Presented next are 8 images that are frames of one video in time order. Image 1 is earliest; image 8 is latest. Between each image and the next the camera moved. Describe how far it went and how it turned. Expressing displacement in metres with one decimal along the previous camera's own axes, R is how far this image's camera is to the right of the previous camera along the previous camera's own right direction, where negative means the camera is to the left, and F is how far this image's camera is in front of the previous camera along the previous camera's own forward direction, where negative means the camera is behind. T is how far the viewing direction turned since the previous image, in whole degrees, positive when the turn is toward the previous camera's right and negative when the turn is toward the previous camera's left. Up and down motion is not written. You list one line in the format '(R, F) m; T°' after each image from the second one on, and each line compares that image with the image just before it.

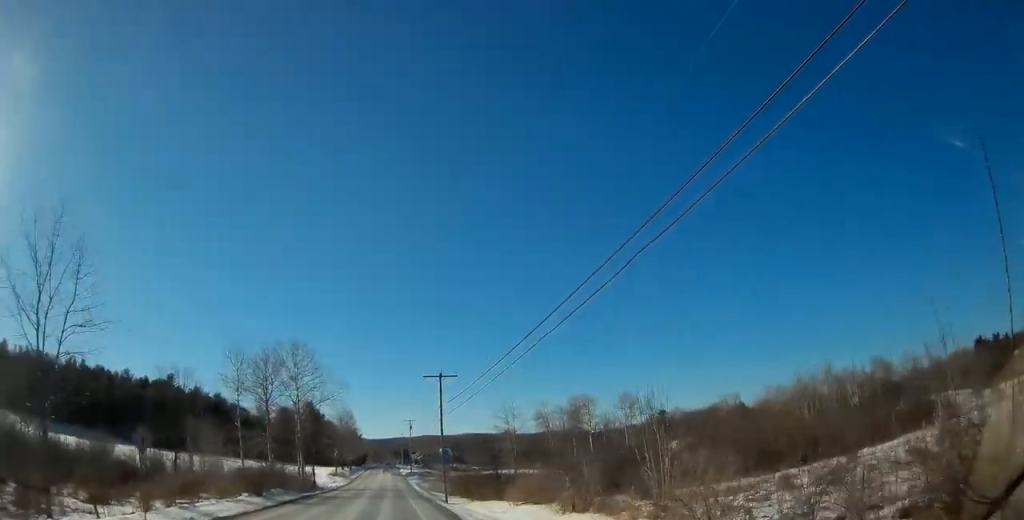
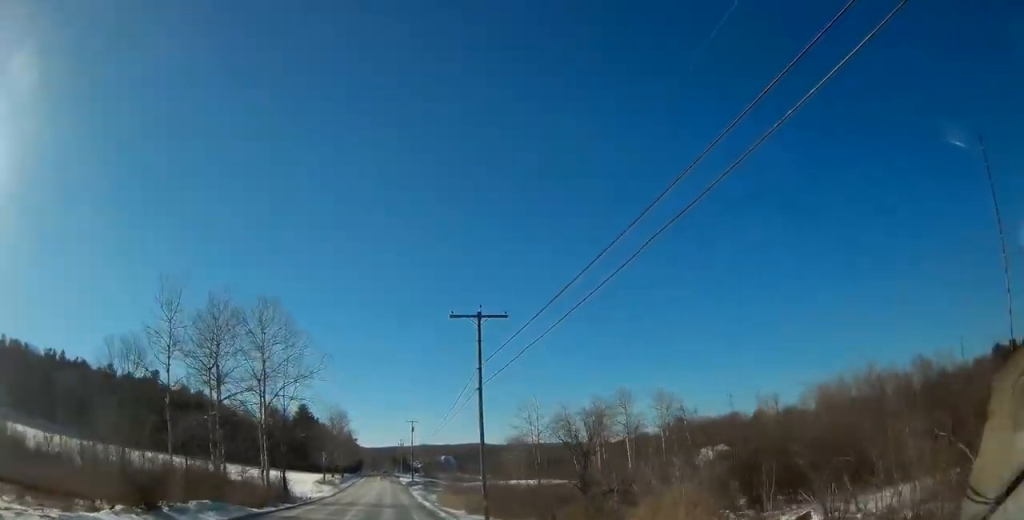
(0.0, +17.4) m; 0°
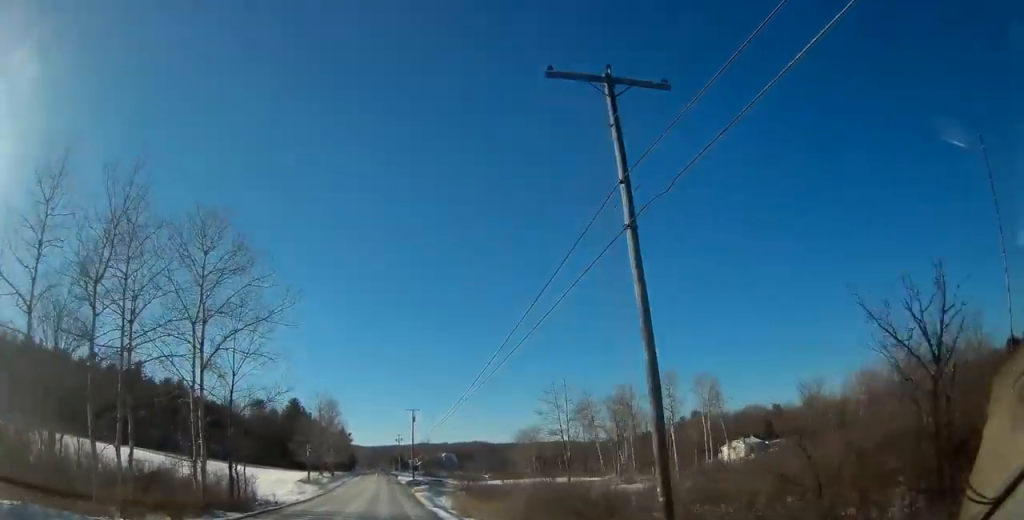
(0.0, +15.8) m; 0°
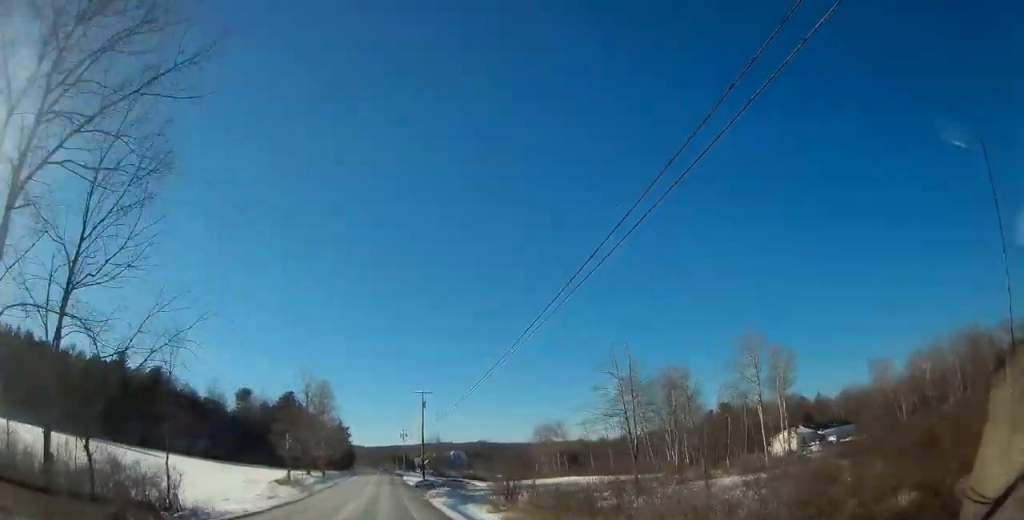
(0.0, +19.0) m; 0°
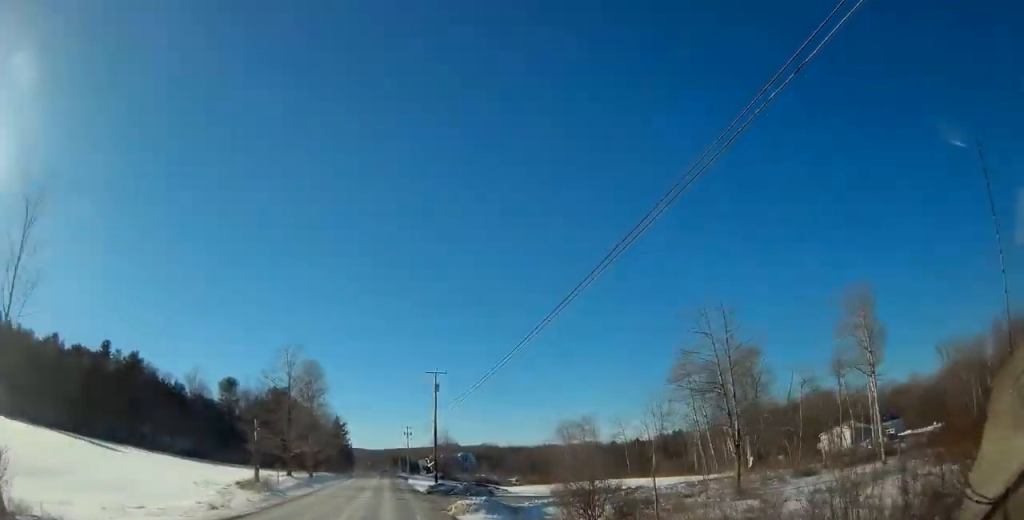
(0.0, +16.5) m; +1°
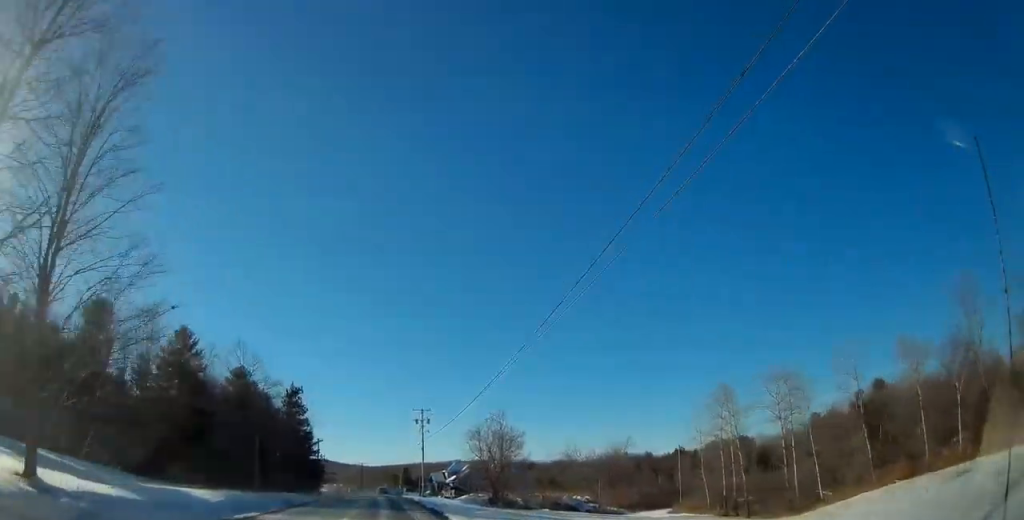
(-0.6, +61.7) m; -2°
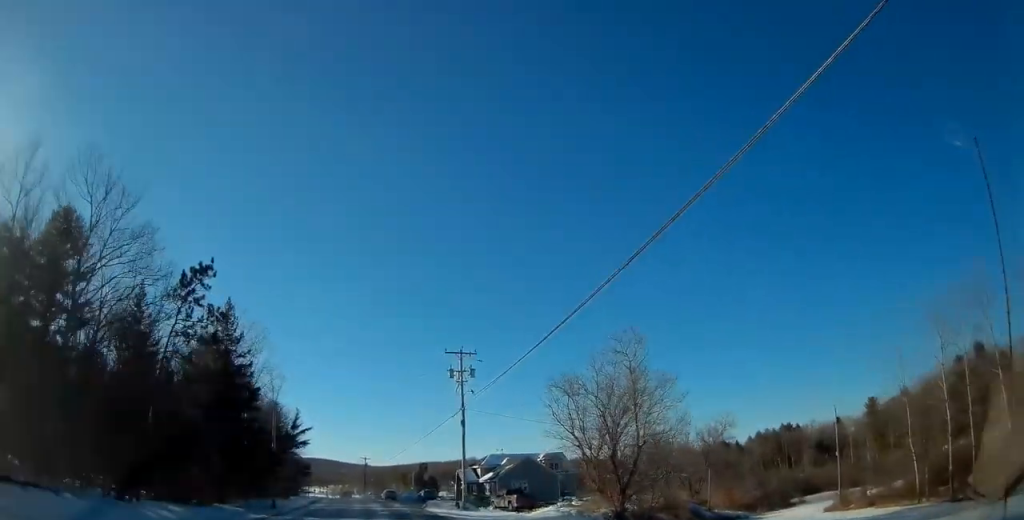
(+0.3, +33.8) m; +1°
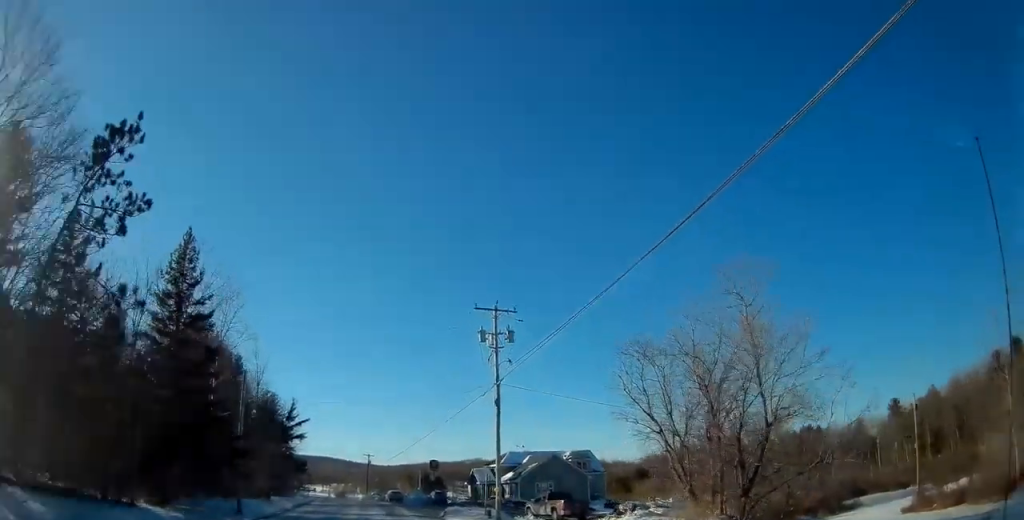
(0.0, +11.1) m; 0°
